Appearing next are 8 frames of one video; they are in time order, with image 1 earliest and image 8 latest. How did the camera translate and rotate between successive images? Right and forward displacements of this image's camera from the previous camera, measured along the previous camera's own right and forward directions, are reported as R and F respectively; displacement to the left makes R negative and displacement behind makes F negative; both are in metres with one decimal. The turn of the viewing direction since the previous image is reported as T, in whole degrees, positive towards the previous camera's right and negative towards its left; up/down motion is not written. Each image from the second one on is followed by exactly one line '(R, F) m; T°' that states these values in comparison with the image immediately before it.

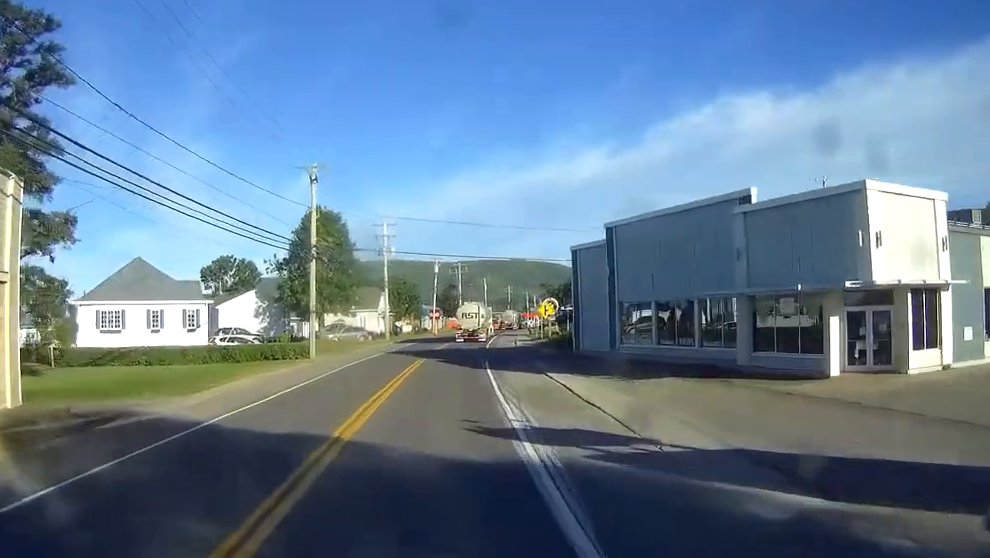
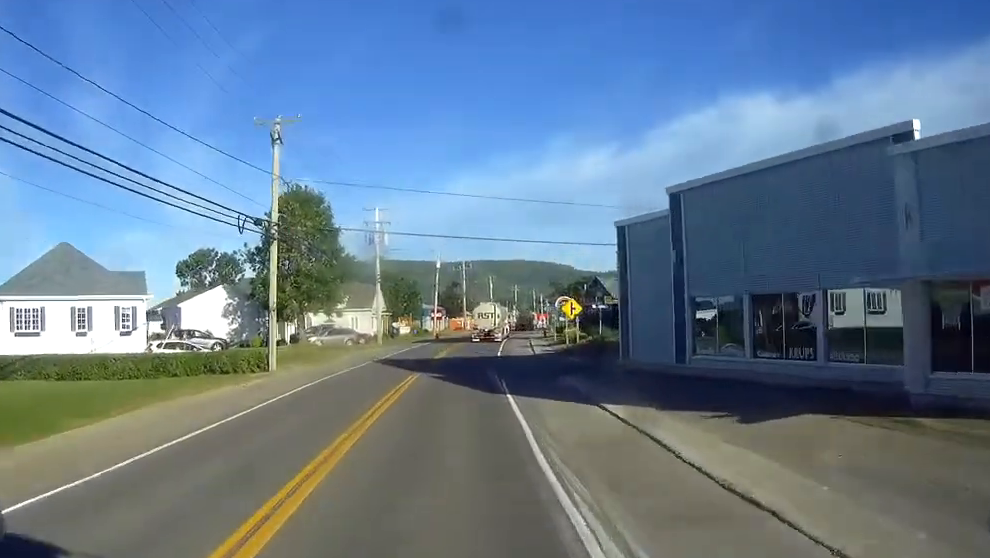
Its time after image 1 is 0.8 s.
(0.0, +12.3) m; 0°
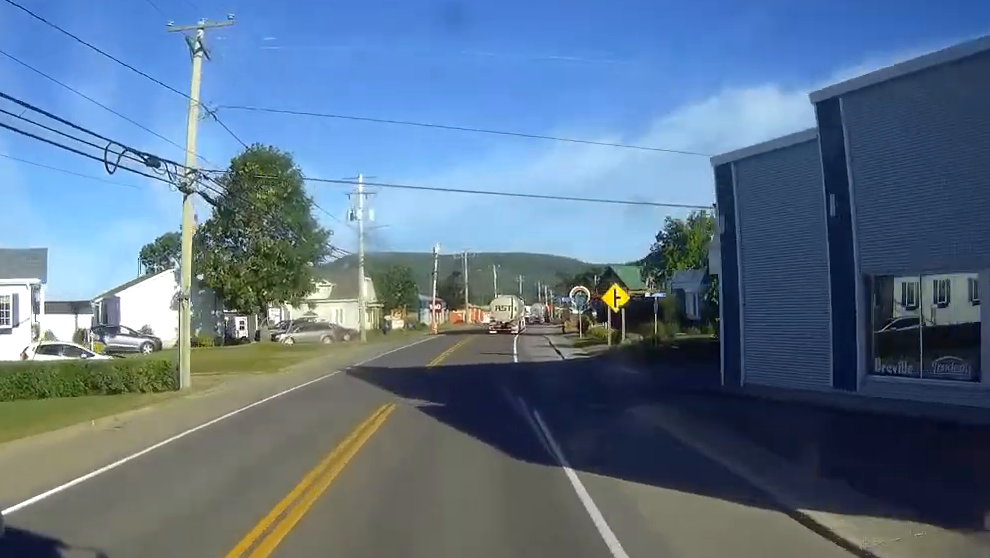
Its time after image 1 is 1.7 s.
(+0.1, +13.2) m; +1°
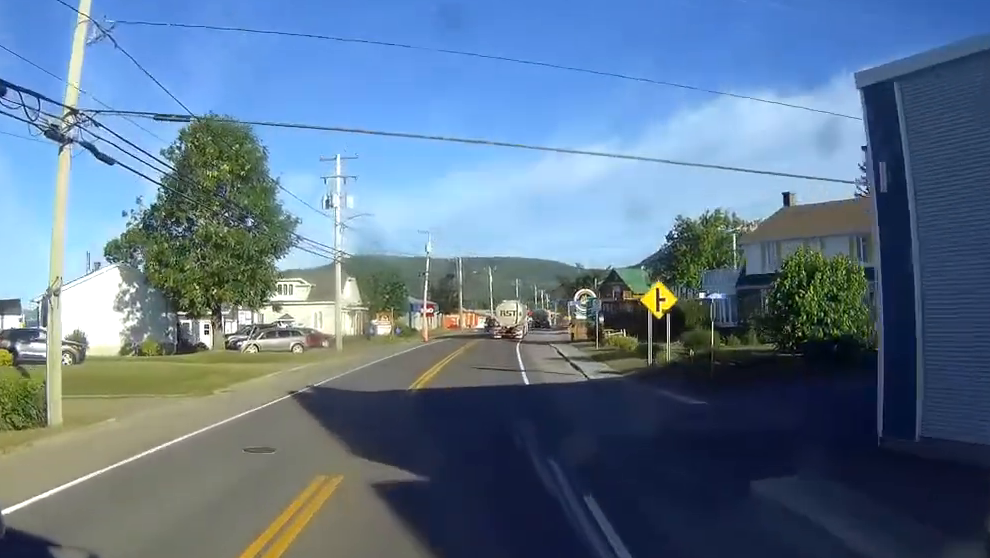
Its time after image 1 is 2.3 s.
(0.0, +8.8) m; 0°
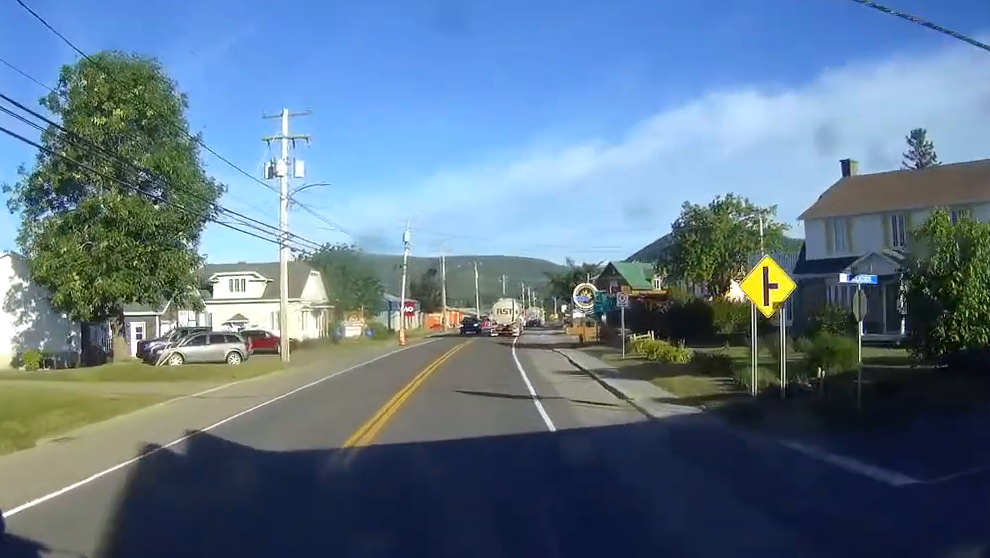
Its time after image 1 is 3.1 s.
(0.0, +11.2) m; 0°
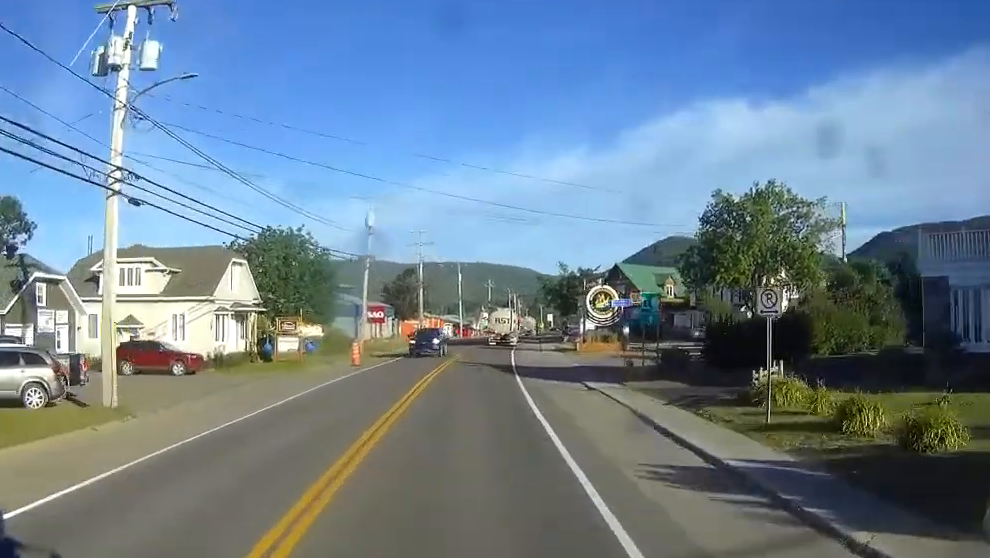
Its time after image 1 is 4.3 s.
(+0.2, +18.0) m; +1°
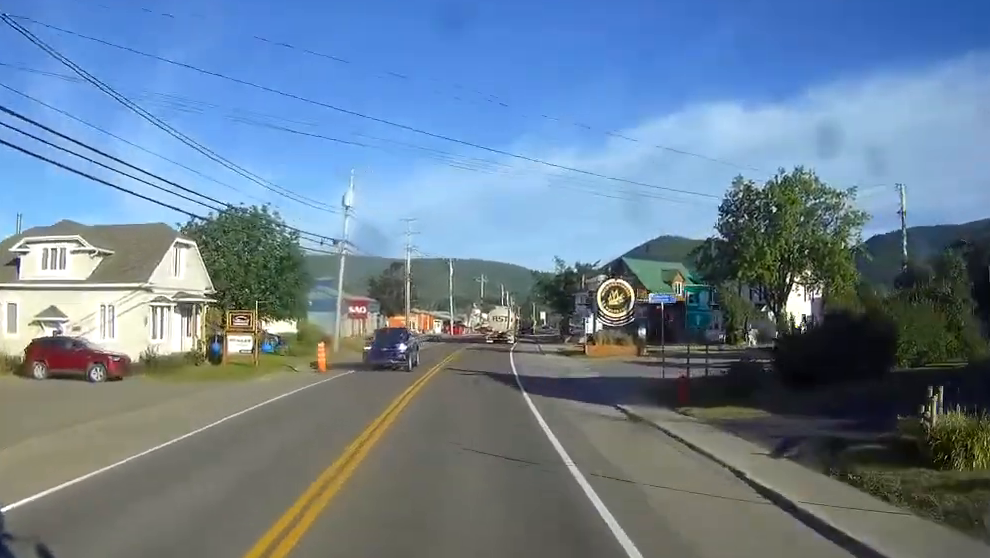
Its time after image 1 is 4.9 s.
(+0.1, +8.3) m; +1°
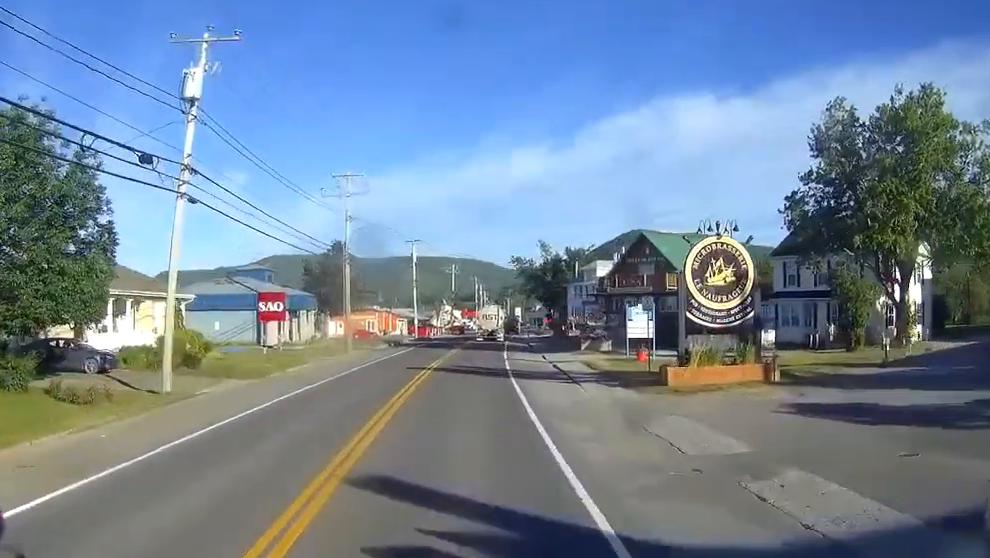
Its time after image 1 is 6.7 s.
(+0.5, +26.0) m; +2°
